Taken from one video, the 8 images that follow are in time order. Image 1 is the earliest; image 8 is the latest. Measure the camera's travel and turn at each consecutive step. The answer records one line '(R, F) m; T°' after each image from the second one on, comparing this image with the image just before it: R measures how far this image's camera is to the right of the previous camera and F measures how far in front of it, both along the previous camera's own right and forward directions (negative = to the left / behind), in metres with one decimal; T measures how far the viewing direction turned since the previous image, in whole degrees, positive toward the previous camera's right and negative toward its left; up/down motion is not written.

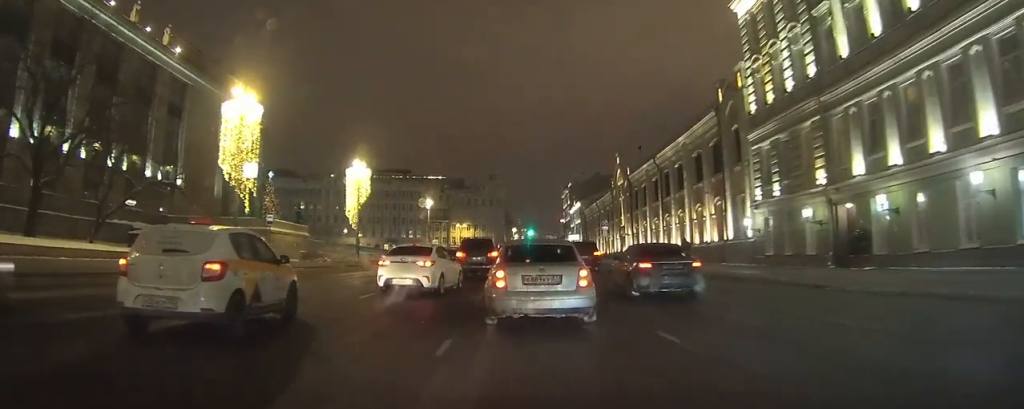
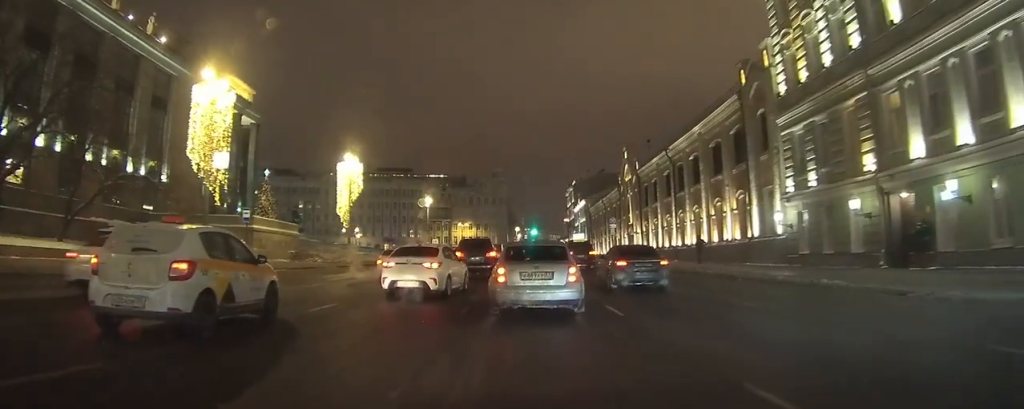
(0.0, +4.4) m; 0°
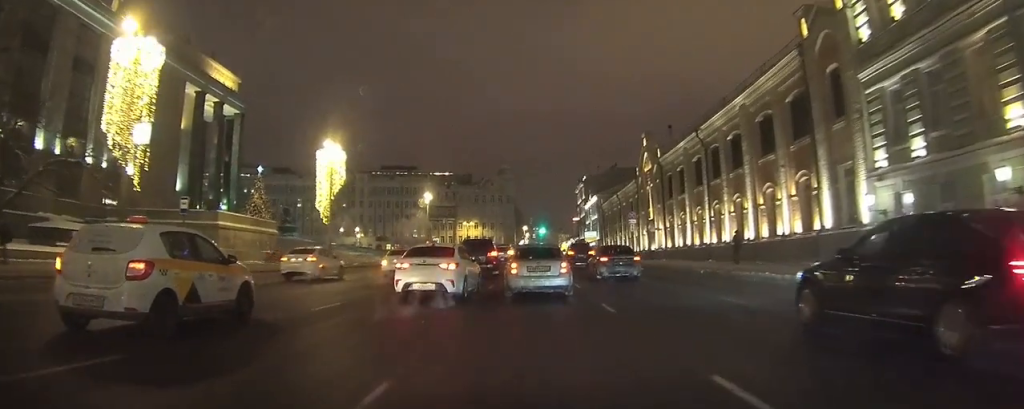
(0.0, +9.0) m; 0°
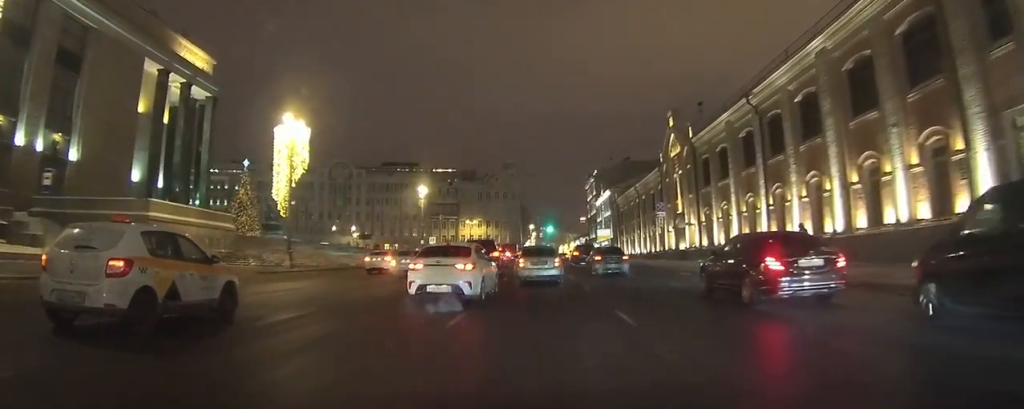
(-0.1, +10.3) m; -2°
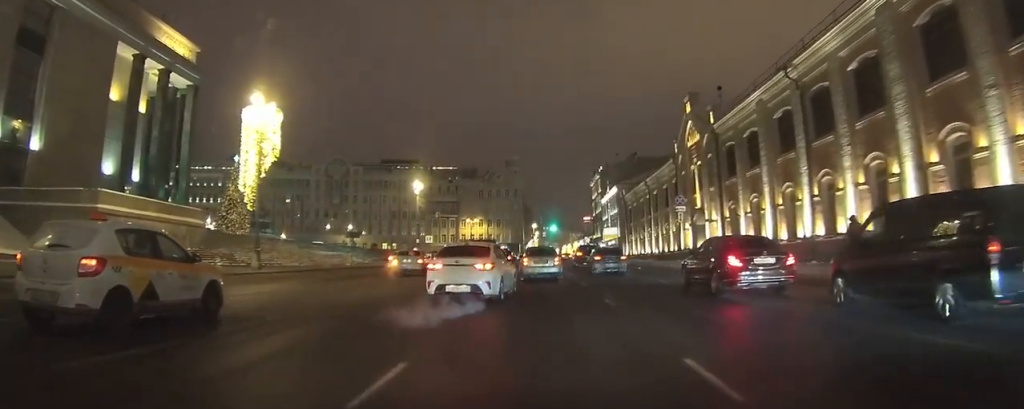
(0.0, +5.4) m; -1°
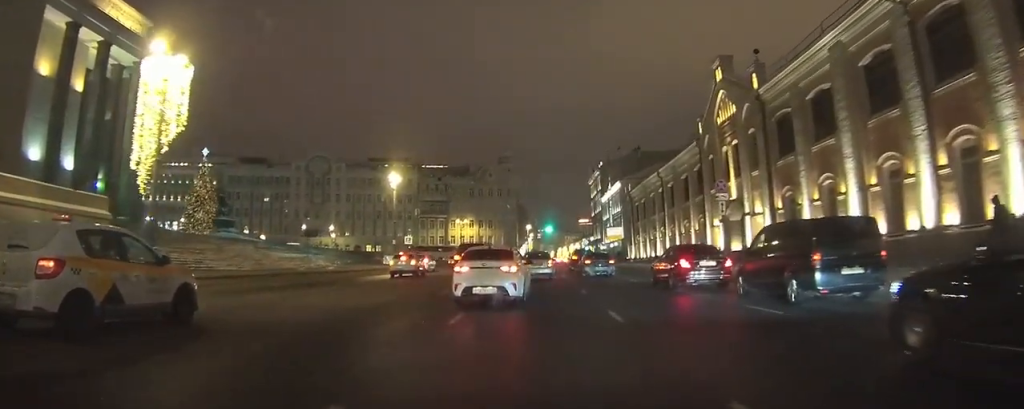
(0.0, +11.8) m; +1°
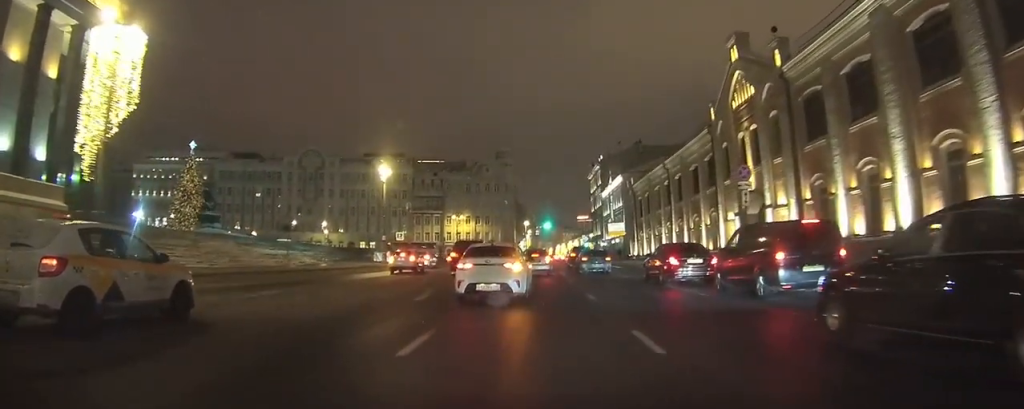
(0.0, +4.1) m; 0°
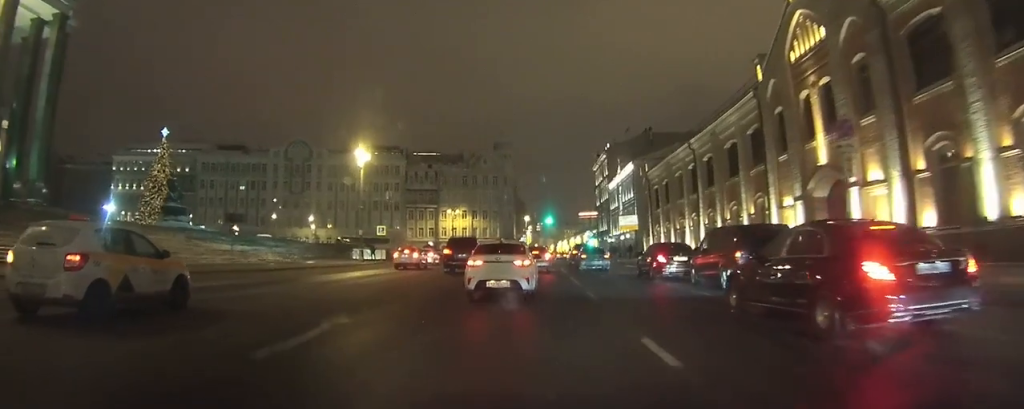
(0.0, +9.6) m; 0°
